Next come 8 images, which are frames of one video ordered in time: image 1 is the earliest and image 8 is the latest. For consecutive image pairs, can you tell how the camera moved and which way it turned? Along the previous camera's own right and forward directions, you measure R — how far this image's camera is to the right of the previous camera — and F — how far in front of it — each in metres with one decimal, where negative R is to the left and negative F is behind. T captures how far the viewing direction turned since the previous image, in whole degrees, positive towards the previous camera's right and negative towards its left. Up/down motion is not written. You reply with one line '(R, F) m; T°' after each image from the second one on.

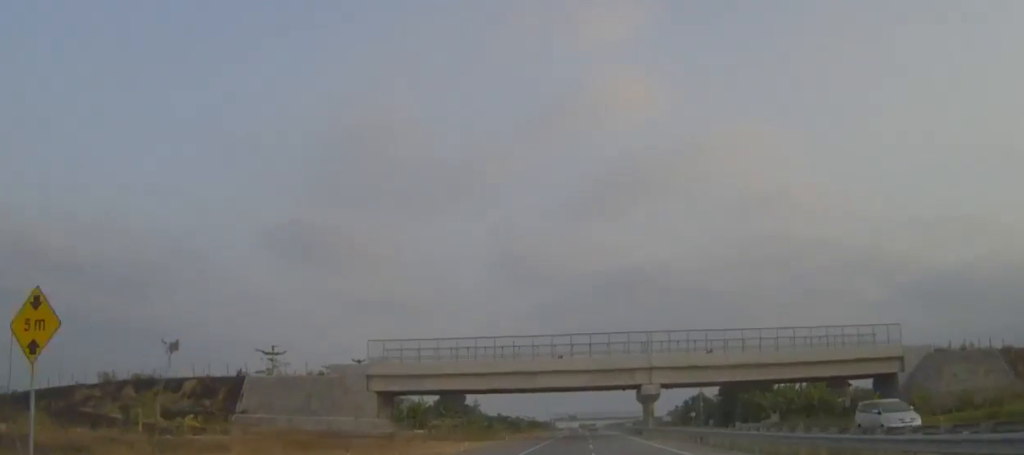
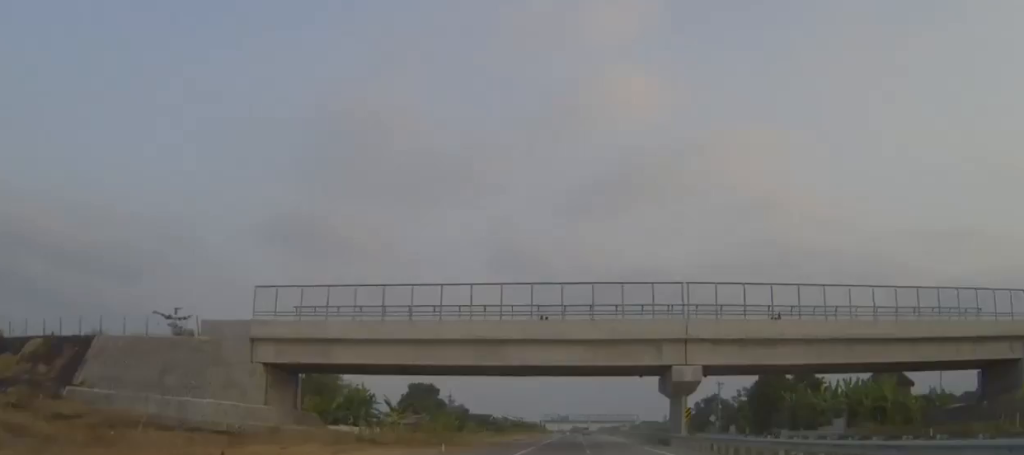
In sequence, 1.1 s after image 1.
(+0.1, +30.2) m; 0°
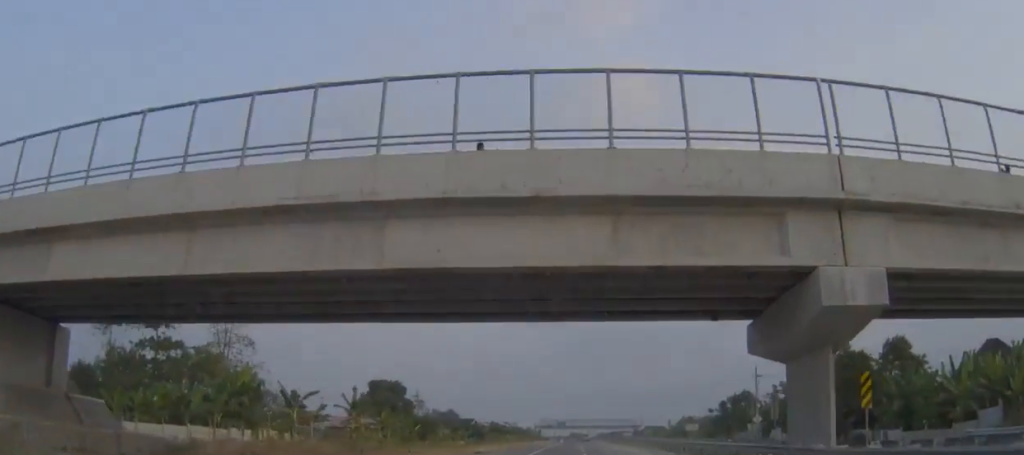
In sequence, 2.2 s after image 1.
(+0.1, +31.6) m; 0°
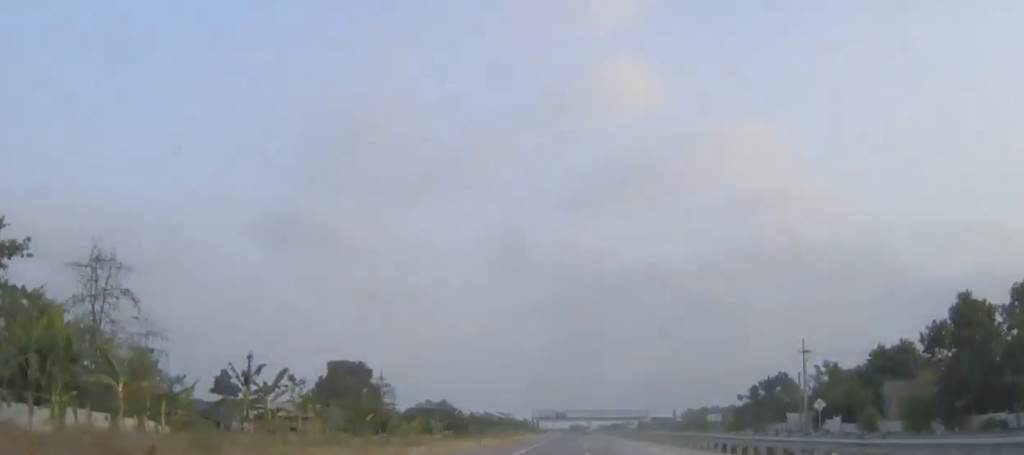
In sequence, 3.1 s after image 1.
(0.0, +24.3) m; 0°
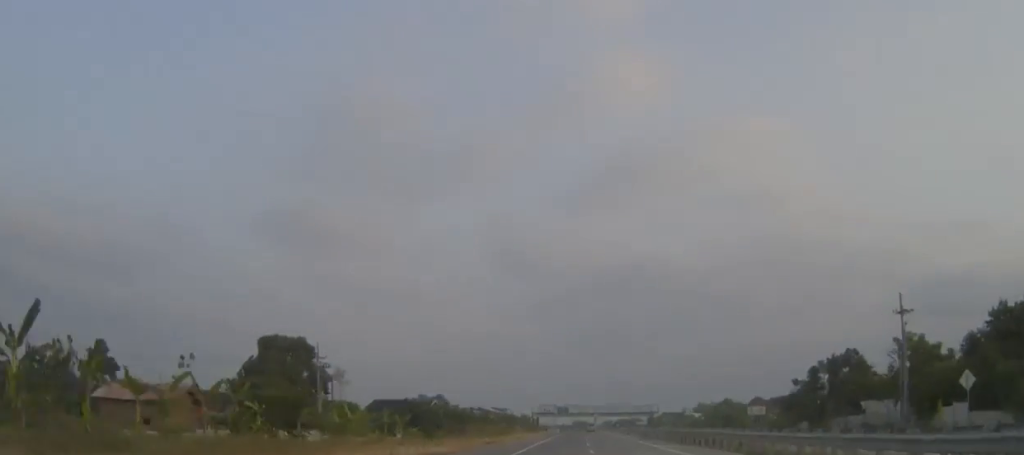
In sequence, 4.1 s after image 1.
(0.0, +28.4) m; 0°
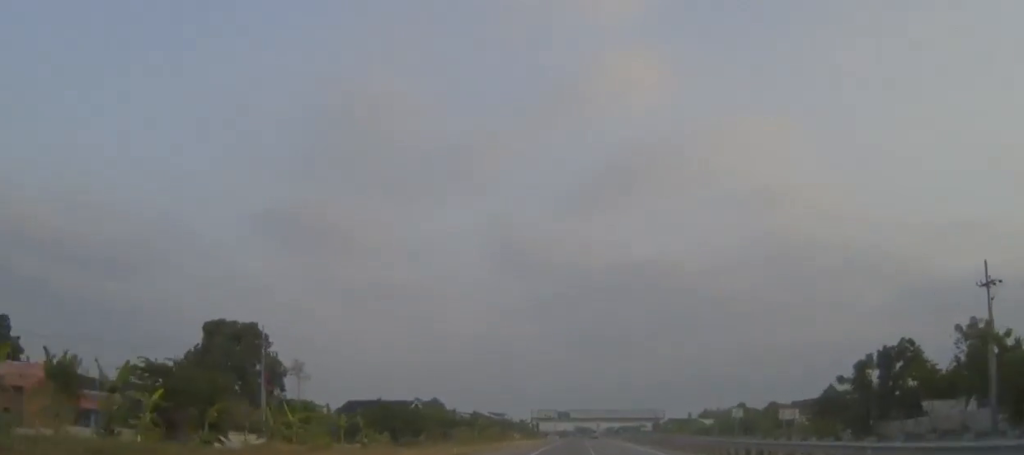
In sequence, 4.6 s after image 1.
(0.0, +15.2) m; 0°
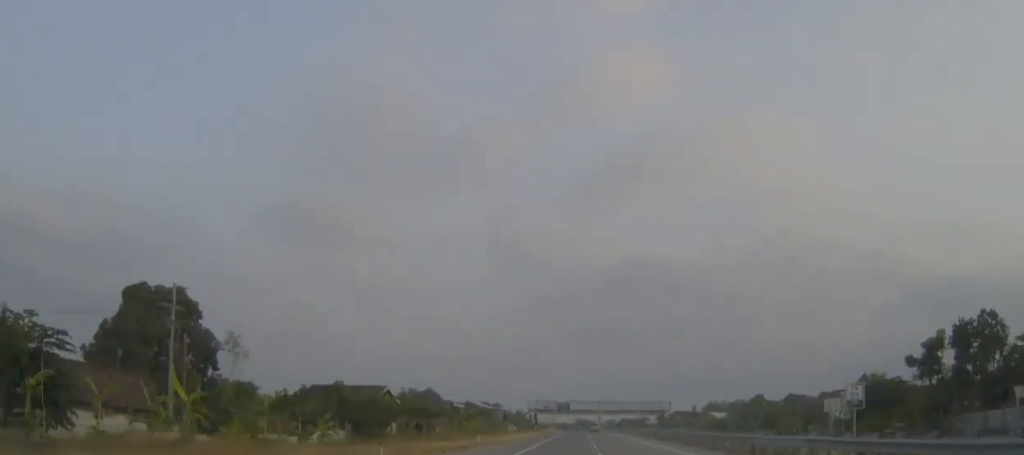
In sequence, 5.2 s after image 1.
(0.0, +16.1) m; 0°
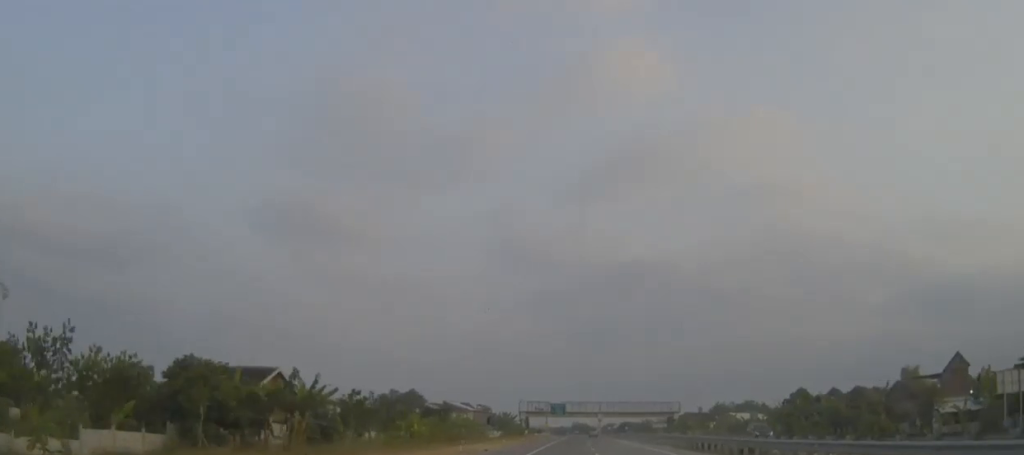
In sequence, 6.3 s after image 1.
(-0.2, +32.0) m; 0°
